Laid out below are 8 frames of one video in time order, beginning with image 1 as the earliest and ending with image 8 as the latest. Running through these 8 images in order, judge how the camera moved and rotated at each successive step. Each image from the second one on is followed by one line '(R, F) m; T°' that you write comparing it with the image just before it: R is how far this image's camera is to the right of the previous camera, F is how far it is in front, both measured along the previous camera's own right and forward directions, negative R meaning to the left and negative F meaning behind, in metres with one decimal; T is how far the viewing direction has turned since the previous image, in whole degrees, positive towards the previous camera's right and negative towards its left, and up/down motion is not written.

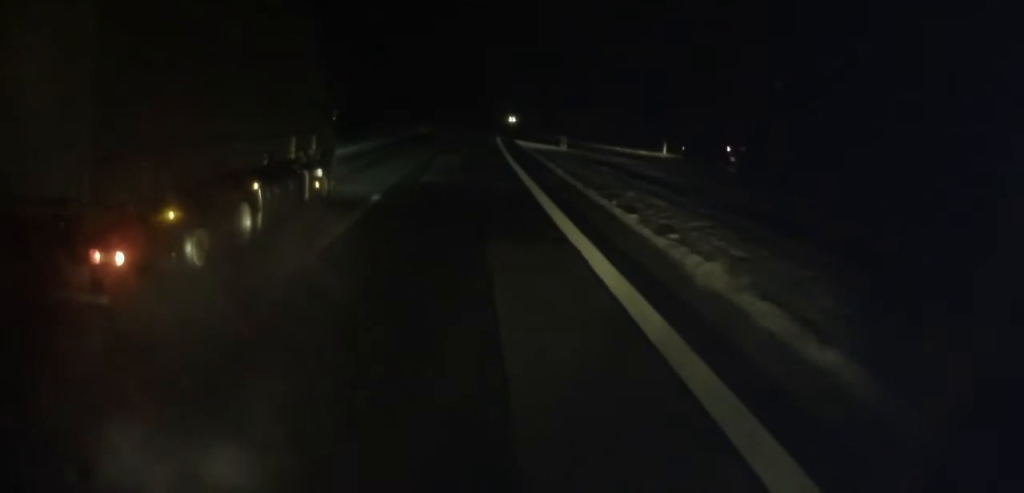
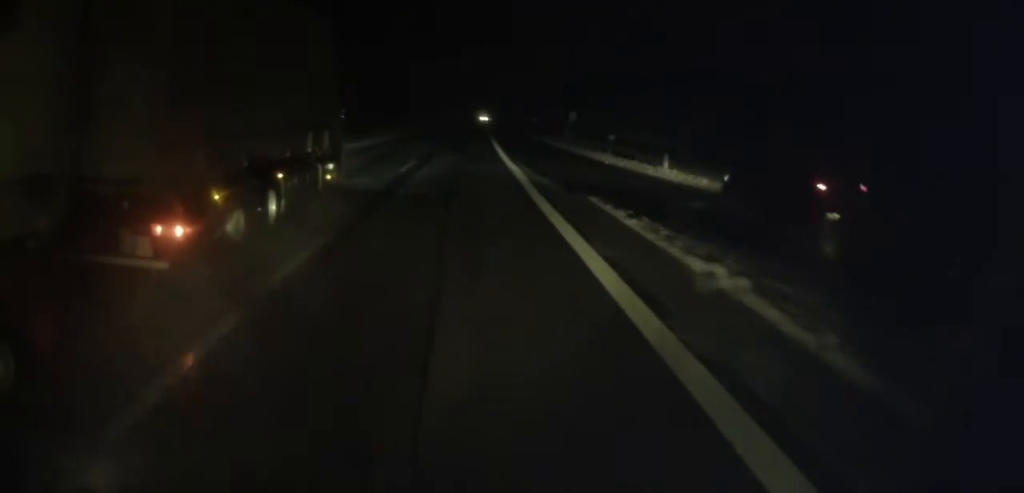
(+0.3, +41.9) m; +2°
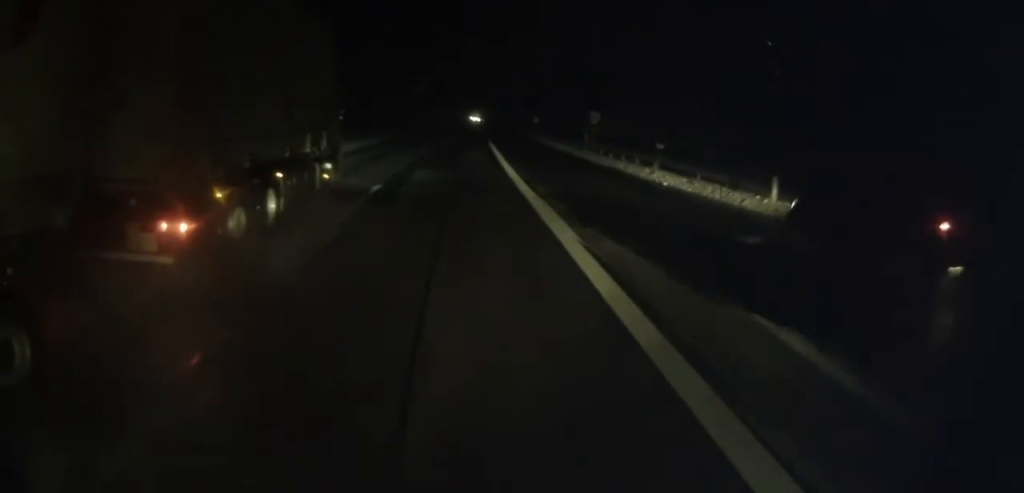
(+0.2, +10.2) m; +1°
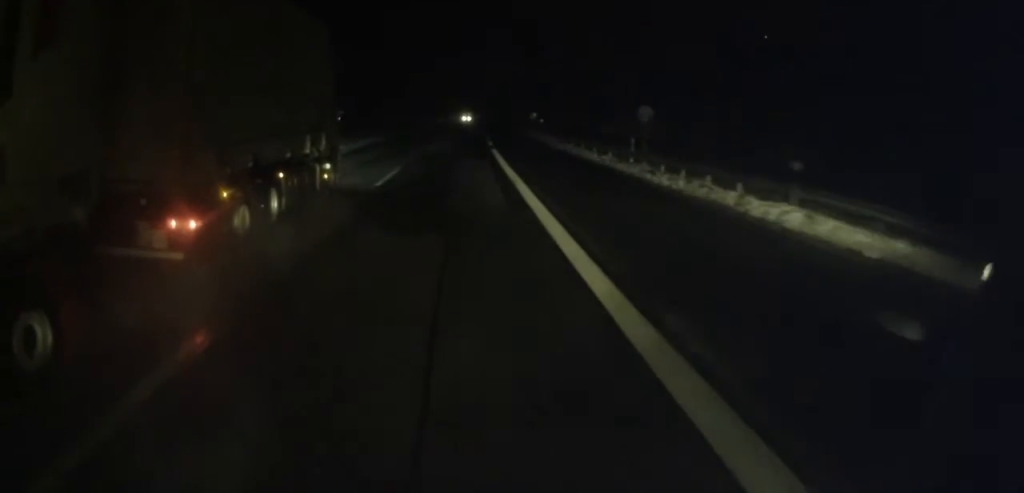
(+0.1, +11.8) m; +1°
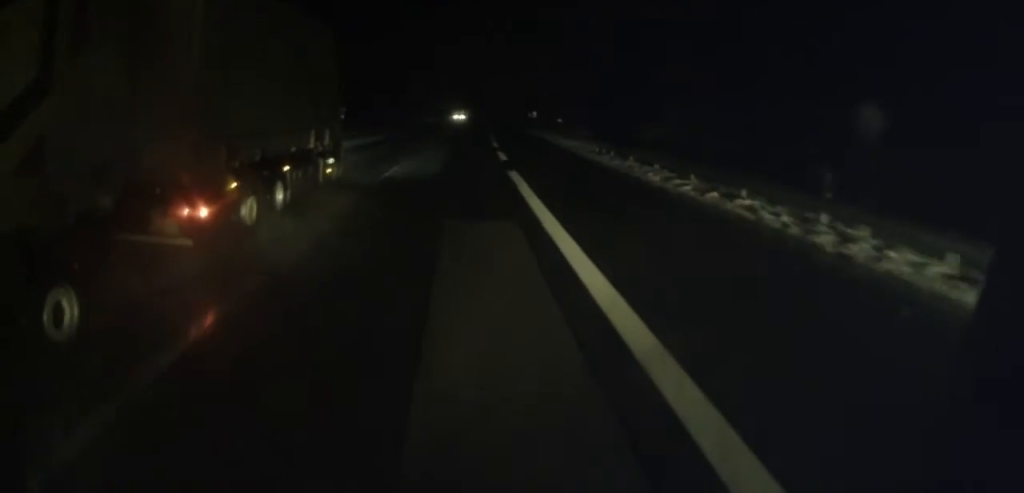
(0.0, +15.7) m; 0°
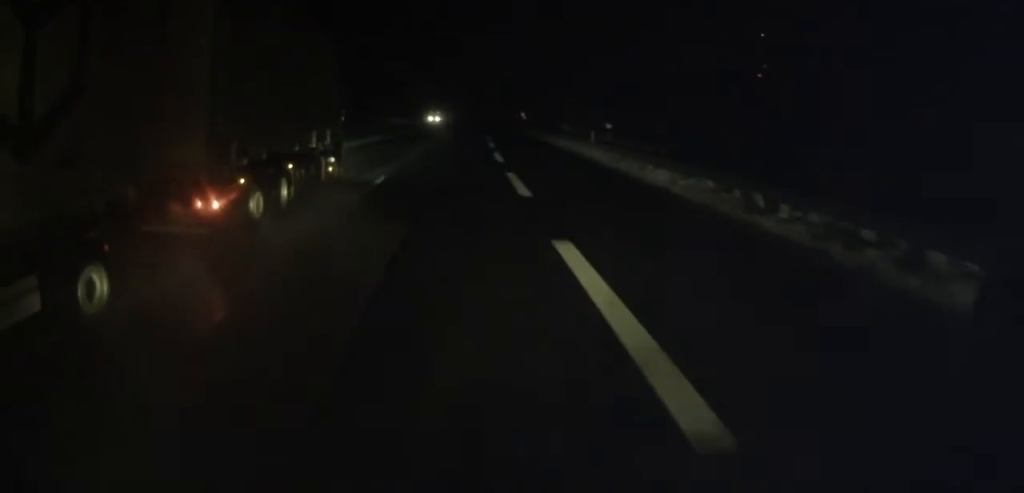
(0.0, +23.6) m; +1°
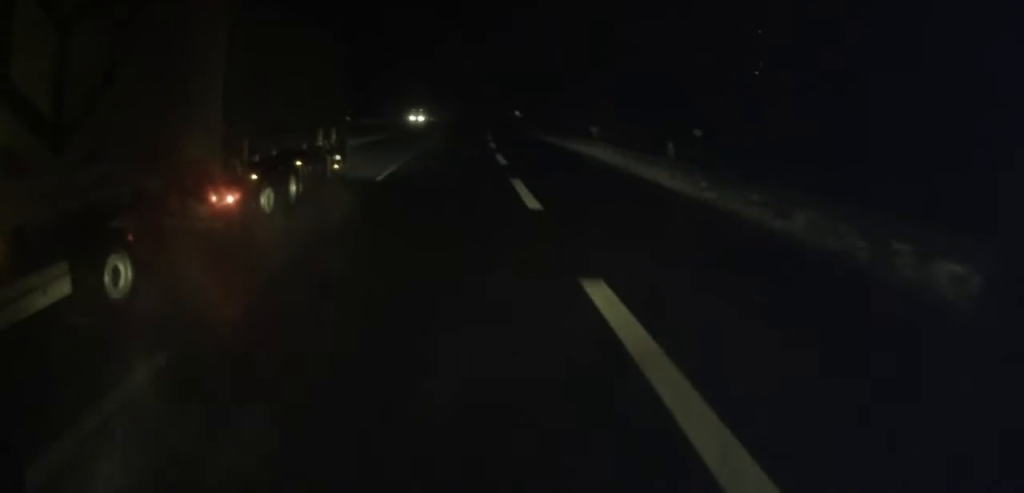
(+0.1, +14.3) m; +1°
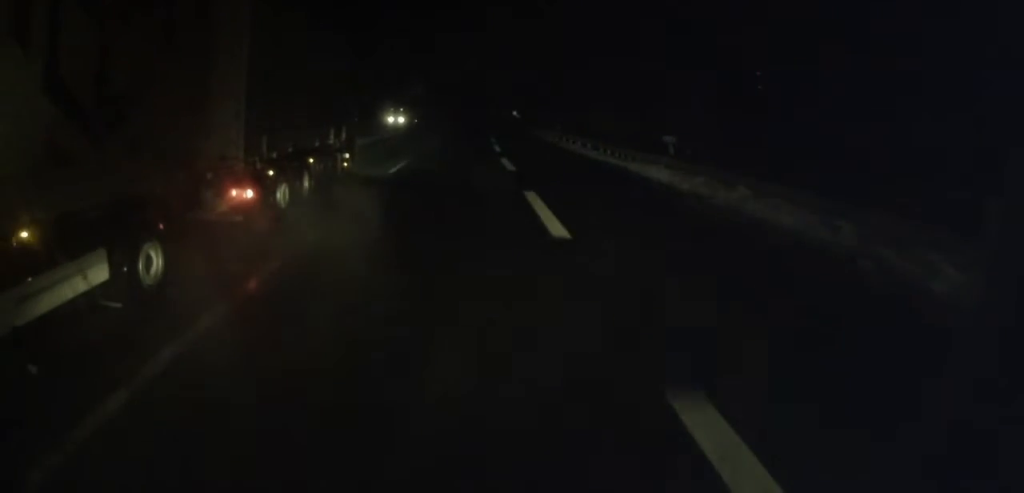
(+0.2, +15.1) m; +1°
